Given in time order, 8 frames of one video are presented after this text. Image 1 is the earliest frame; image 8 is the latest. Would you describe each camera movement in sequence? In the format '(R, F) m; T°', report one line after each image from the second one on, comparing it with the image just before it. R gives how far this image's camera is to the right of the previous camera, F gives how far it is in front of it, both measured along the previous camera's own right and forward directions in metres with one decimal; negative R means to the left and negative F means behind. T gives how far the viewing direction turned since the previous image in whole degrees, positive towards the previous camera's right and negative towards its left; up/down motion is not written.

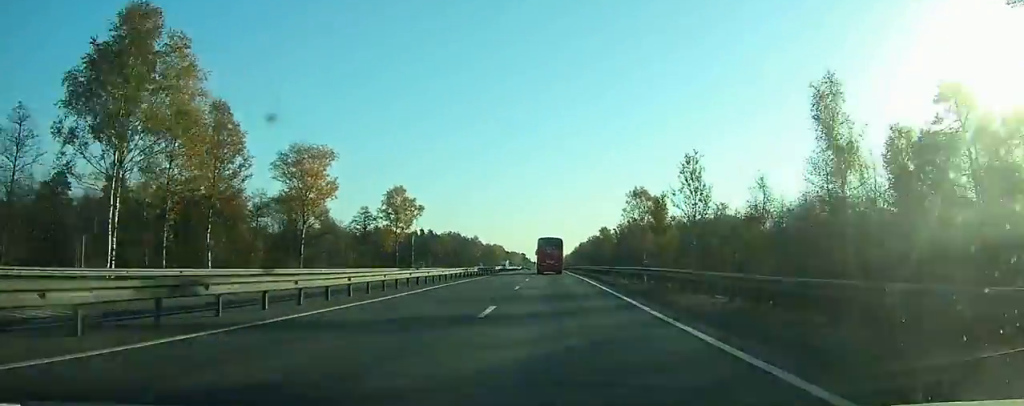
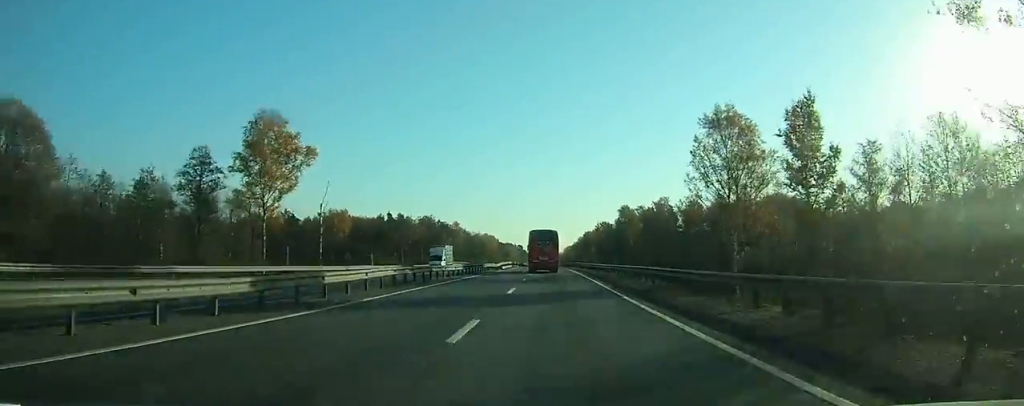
(-0.1, +51.7) m; 0°
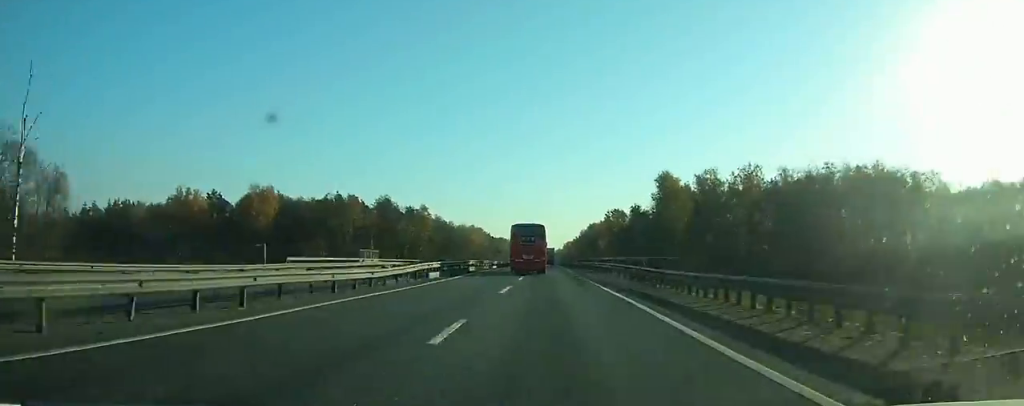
(0.0, +48.2) m; 0°
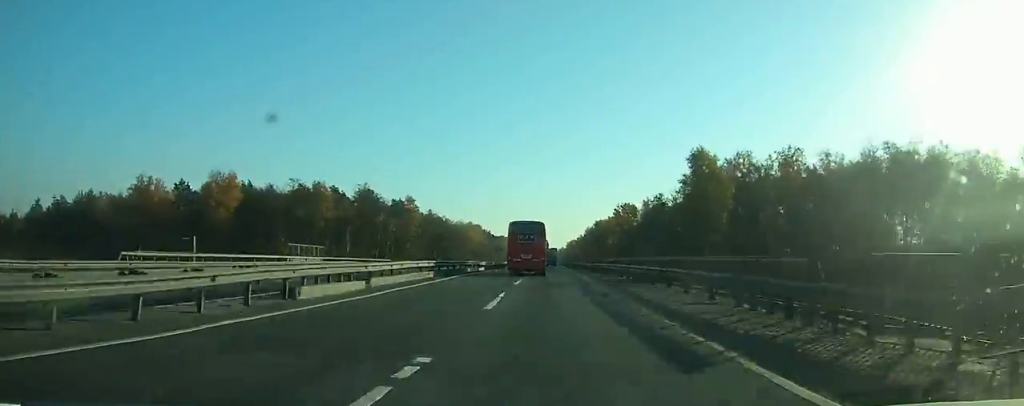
(0.0, +17.9) m; 0°
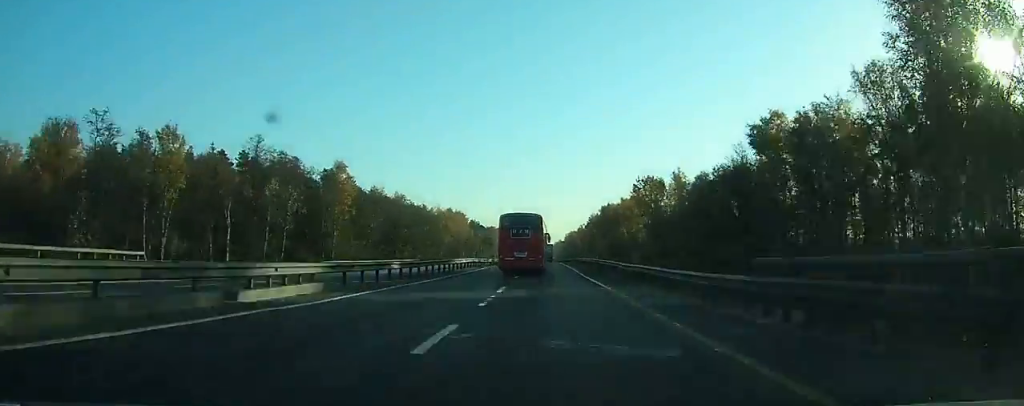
(+0.1, +43.1) m; 0°
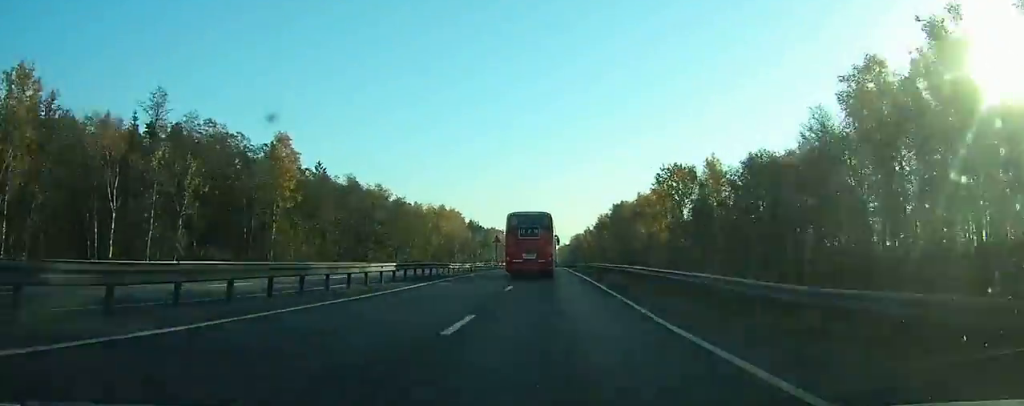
(+0.1, +22.2) m; 0°
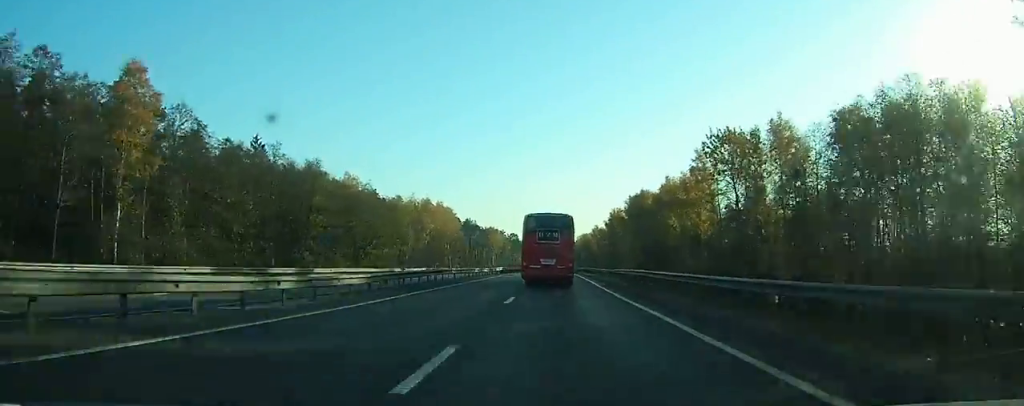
(-0.1, +28.2) m; 0°
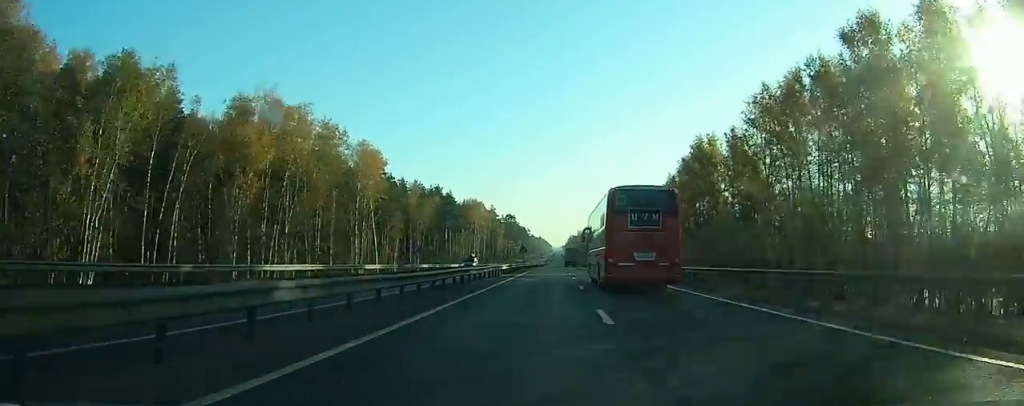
(-0.9, +89.4) m; 0°
